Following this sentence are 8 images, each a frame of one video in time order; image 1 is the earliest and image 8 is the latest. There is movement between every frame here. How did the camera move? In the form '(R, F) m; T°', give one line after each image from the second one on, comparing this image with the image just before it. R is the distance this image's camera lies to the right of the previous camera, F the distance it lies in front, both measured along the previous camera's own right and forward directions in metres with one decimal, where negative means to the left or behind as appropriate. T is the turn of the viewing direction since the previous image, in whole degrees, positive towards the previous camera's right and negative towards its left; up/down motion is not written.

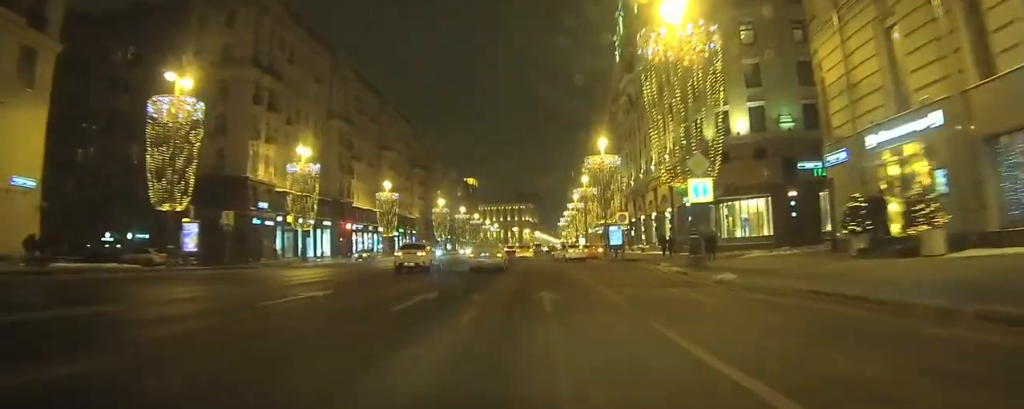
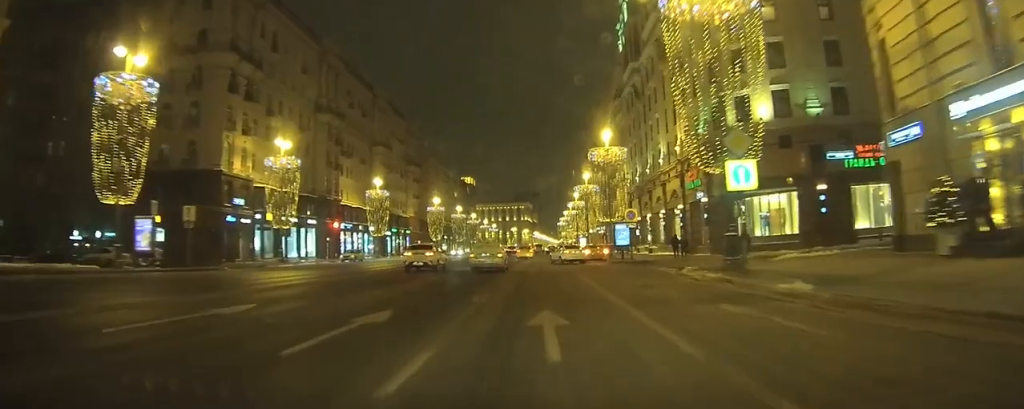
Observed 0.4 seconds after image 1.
(0.0, +4.8) m; 0°
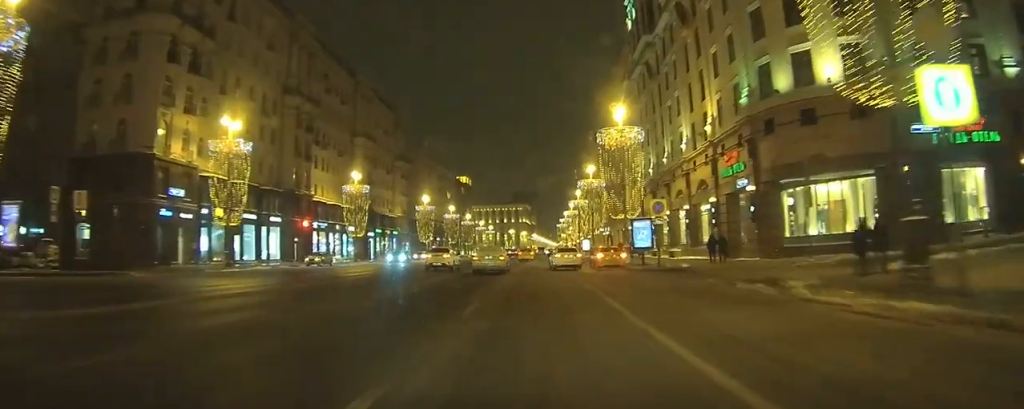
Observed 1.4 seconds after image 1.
(0.0, +9.9) m; -2°
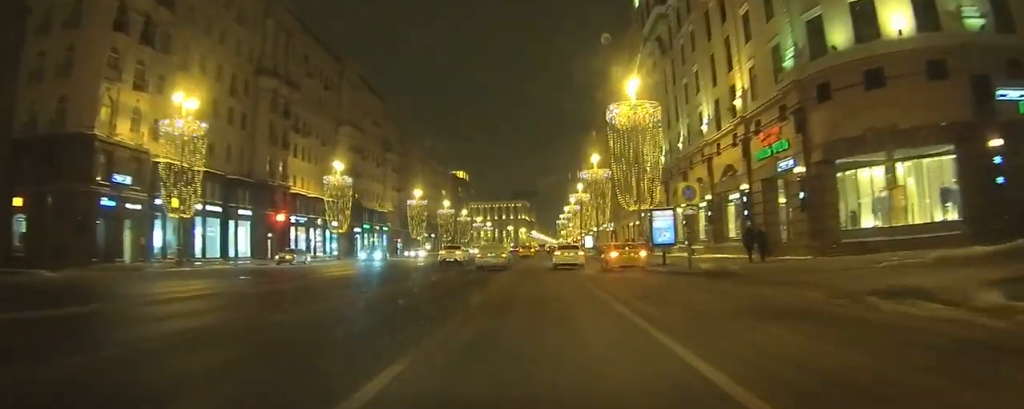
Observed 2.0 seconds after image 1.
(-0.1, +6.8) m; -2°
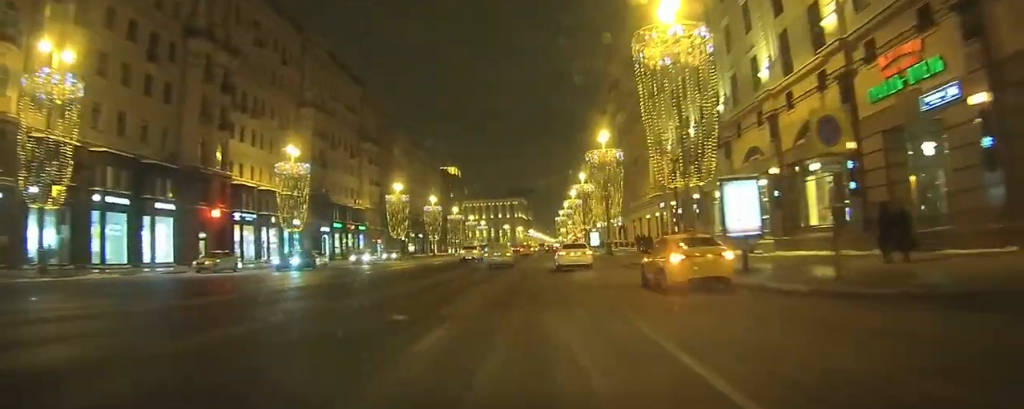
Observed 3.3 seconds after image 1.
(-0.3, +13.0) m; -1°
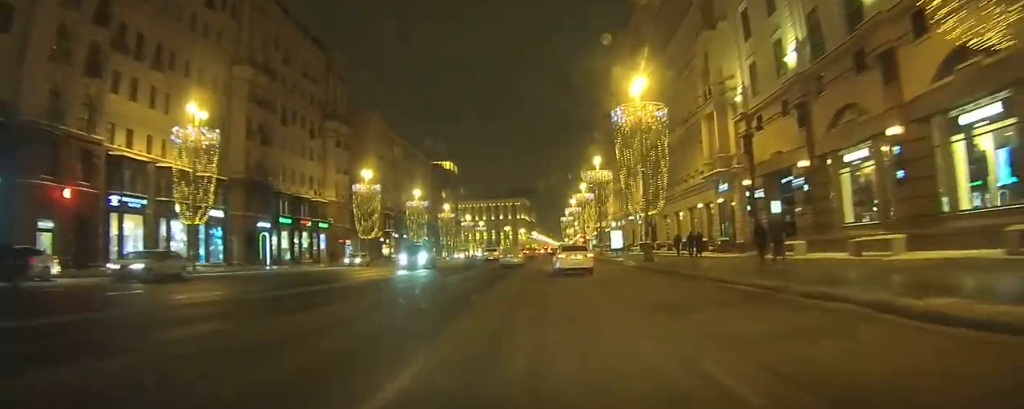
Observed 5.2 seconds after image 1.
(+0.3, +18.6) m; +2°
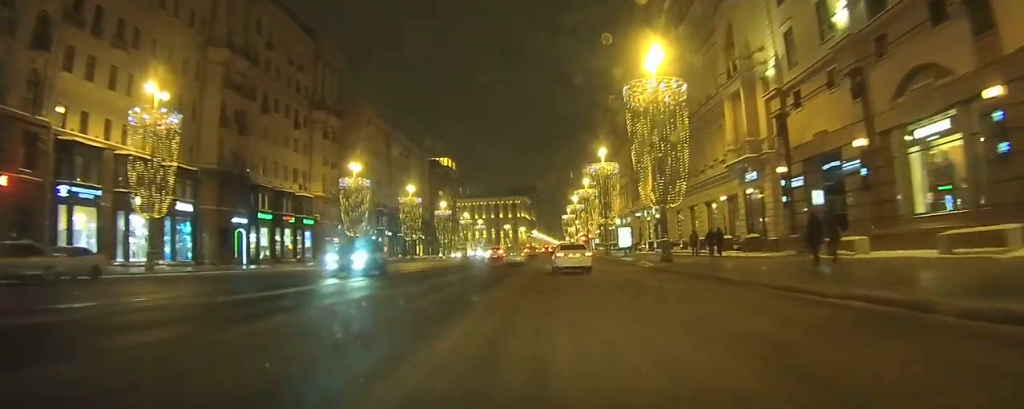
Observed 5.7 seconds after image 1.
(0.0, +5.2) m; 0°
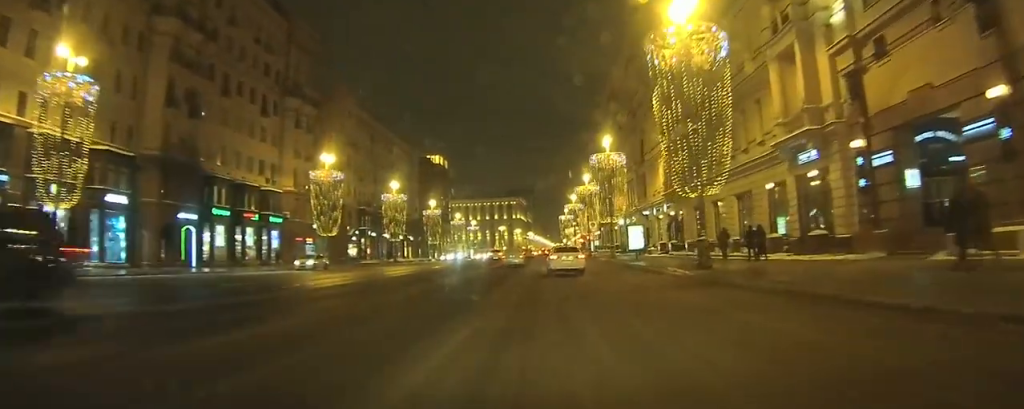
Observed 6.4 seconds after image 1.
(0.0, +8.3) m; +1°
